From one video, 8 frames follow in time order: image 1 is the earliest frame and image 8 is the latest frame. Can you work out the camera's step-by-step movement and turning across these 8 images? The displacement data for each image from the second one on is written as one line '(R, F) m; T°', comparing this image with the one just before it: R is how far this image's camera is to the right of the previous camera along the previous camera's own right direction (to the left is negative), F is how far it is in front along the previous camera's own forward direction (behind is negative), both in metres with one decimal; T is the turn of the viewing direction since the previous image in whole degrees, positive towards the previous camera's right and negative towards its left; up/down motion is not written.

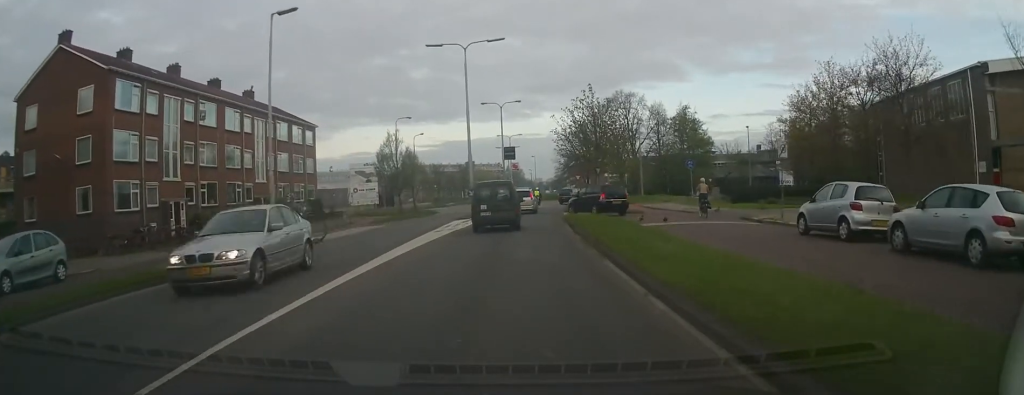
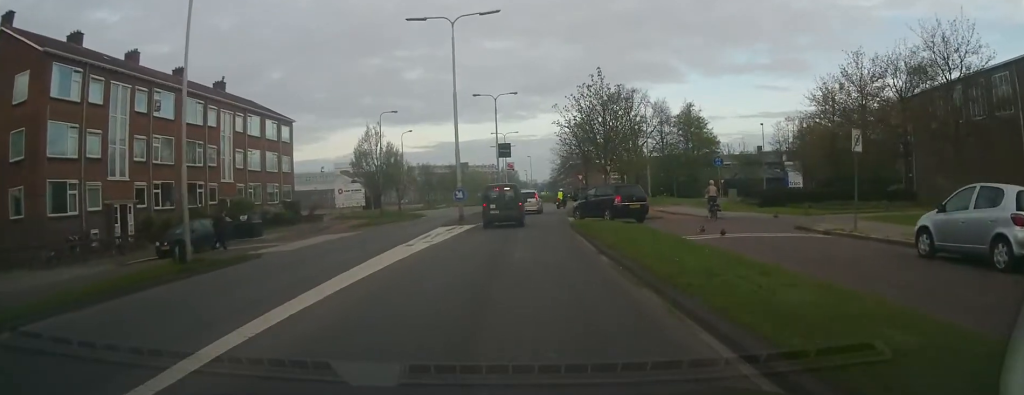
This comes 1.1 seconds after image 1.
(+0.4, +5.7) m; -2°
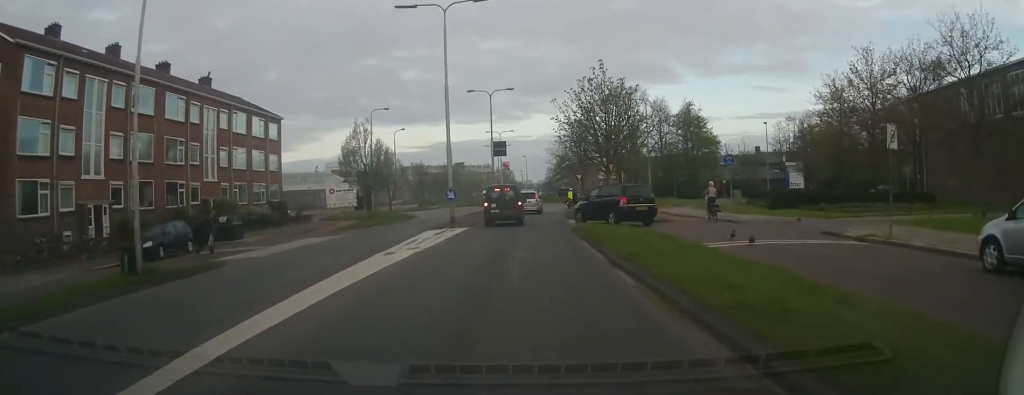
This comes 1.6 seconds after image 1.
(-0.2, +2.2) m; 0°
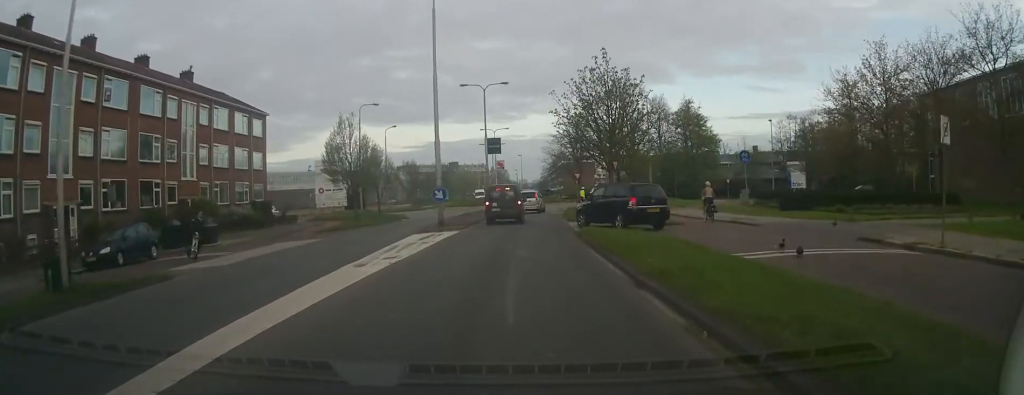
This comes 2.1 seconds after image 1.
(-0.3, +2.5) m; 0°
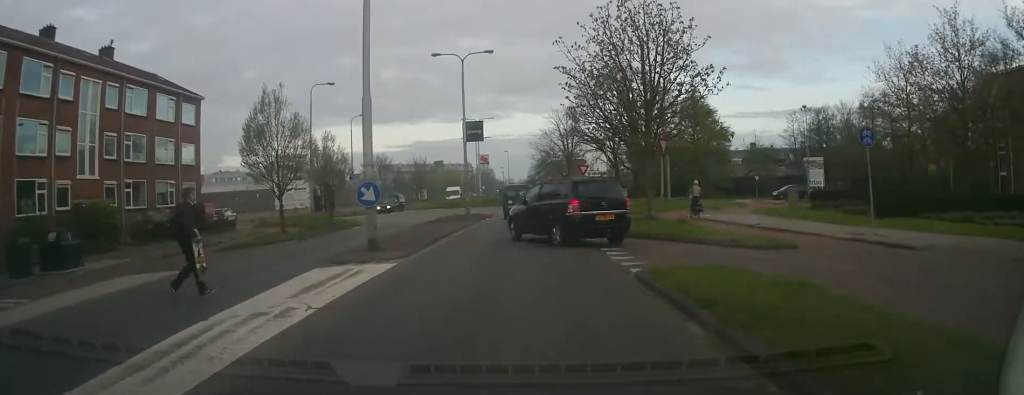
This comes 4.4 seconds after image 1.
(+0.5, +11.4) m; +2°
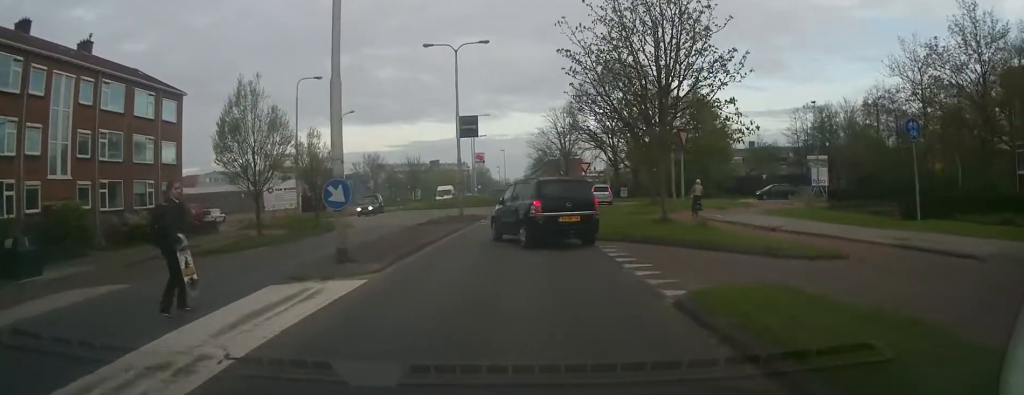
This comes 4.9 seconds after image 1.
(+0.2, +2.6) m; 0°
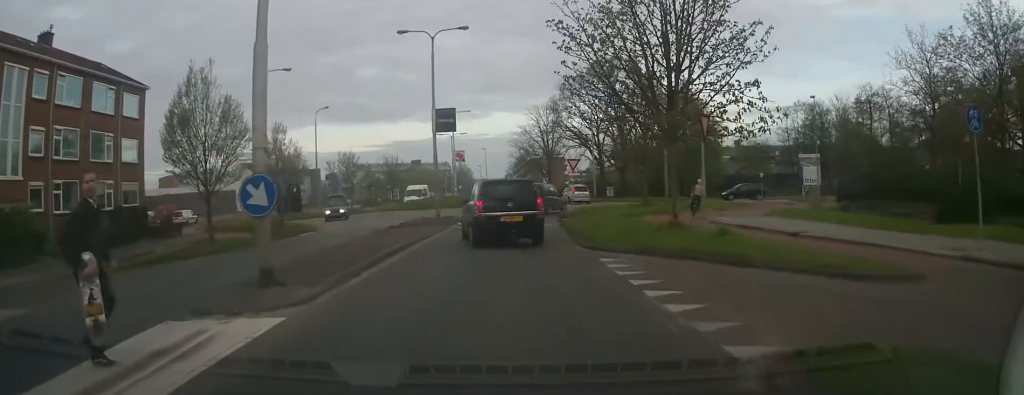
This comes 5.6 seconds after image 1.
(-0.1, +3.4) m; +1°
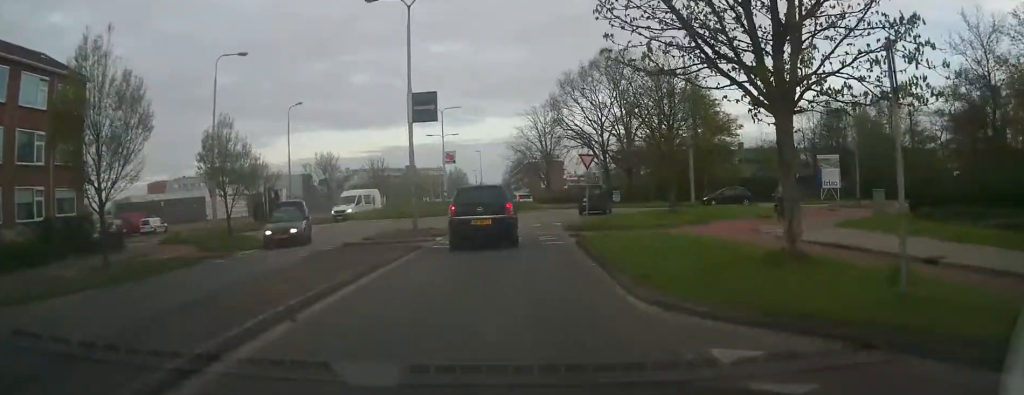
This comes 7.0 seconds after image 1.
(+0.4, +6.5) m; -1°
